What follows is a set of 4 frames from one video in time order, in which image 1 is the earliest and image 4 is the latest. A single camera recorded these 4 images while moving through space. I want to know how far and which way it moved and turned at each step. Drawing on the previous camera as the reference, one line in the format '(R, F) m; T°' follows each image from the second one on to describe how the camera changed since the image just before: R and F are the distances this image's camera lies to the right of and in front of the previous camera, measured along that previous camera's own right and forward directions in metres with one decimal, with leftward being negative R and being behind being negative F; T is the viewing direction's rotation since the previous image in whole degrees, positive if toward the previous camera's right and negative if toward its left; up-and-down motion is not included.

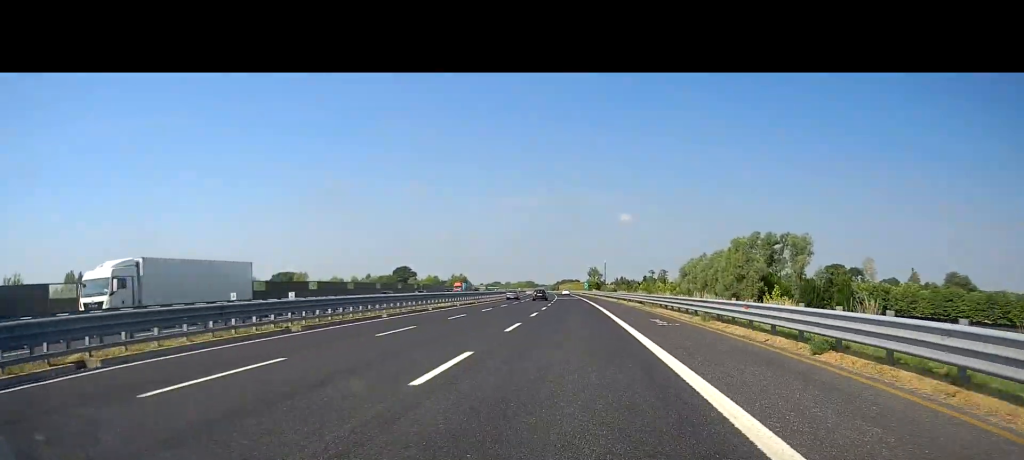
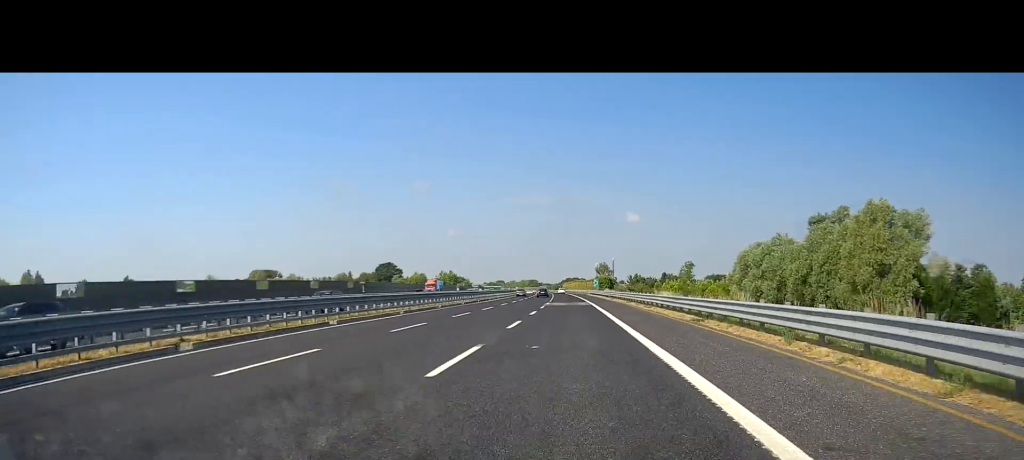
(0.0, +43.7) m; 0°
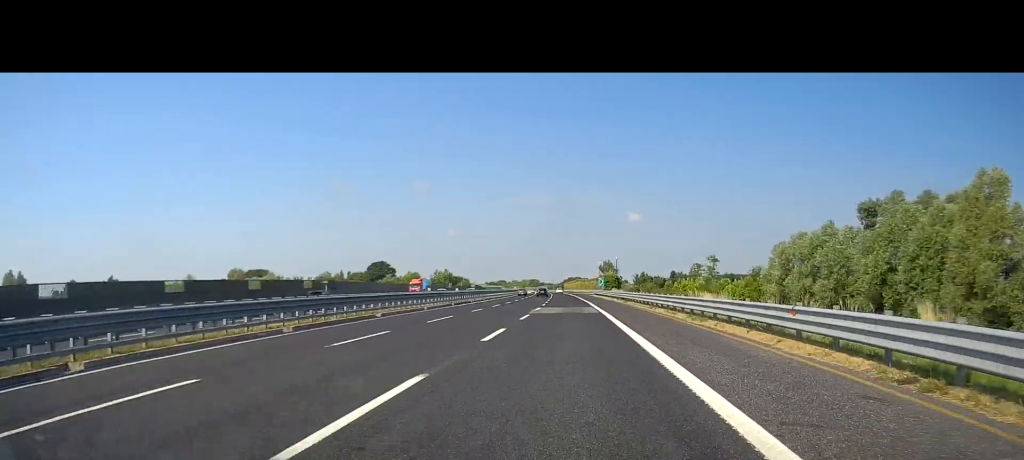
(0.0, +16.6) m; 0°
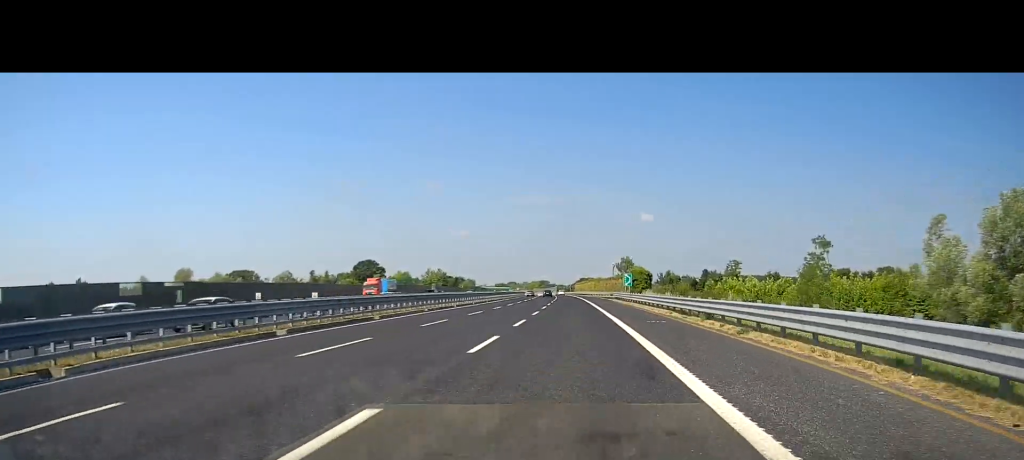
(+0.2, +36.6) m; -1°
